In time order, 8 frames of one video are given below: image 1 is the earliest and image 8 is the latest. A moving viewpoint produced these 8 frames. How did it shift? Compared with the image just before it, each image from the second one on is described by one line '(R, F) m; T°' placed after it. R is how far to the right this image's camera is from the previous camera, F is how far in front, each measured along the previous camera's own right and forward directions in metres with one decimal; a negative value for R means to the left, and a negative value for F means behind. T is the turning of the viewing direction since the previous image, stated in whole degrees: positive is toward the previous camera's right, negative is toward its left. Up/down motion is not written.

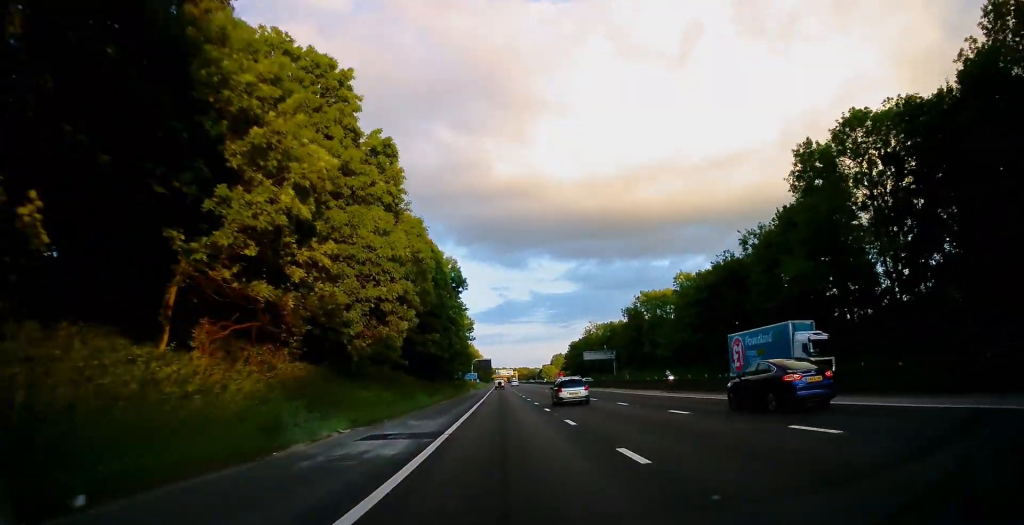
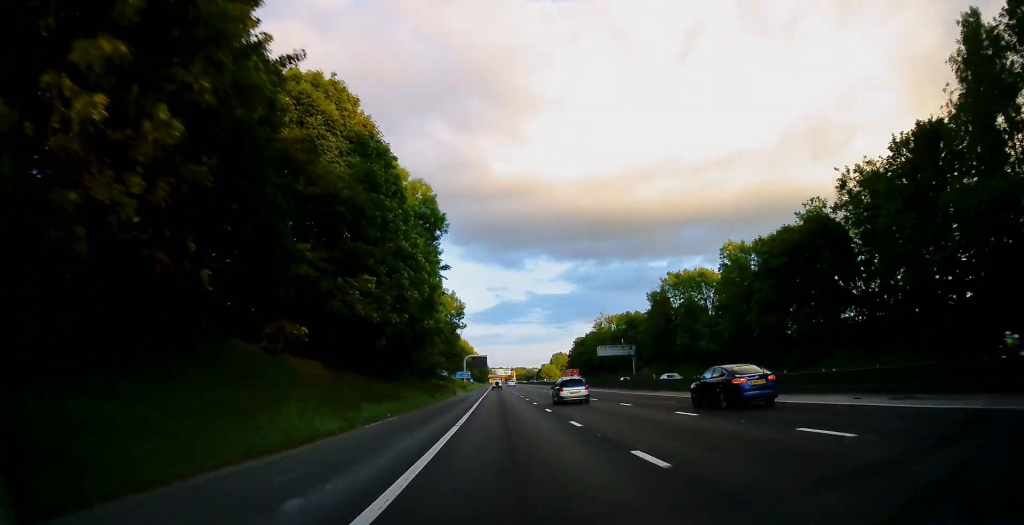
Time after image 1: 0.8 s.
(+0.5, +26.5) m; 0°
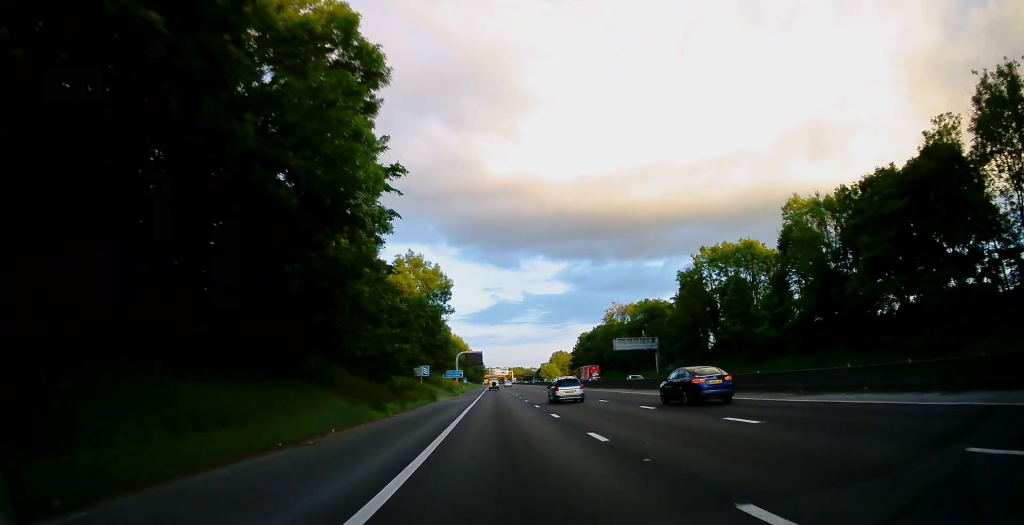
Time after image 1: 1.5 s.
(-0.3, +22.8) m; 0°
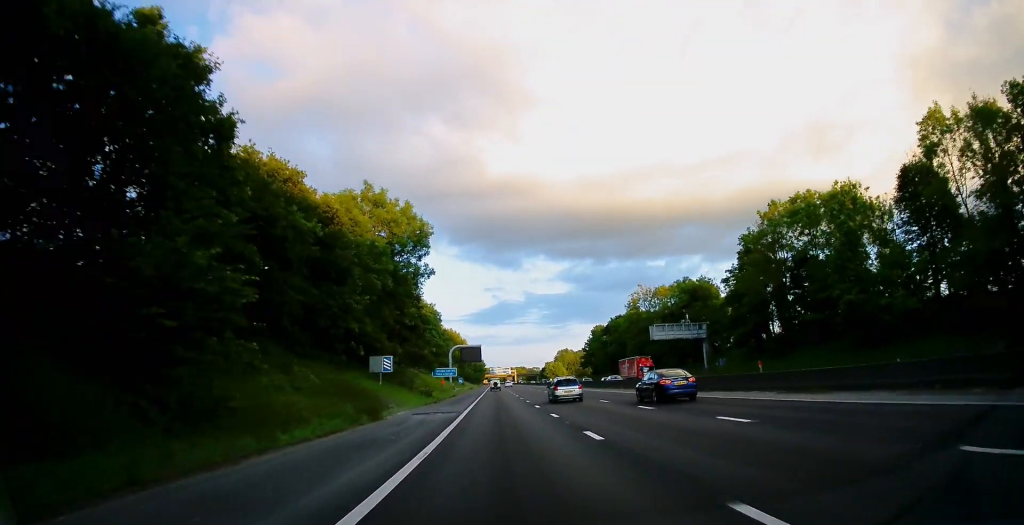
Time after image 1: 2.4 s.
(+0.1, +27.2) m; +1°
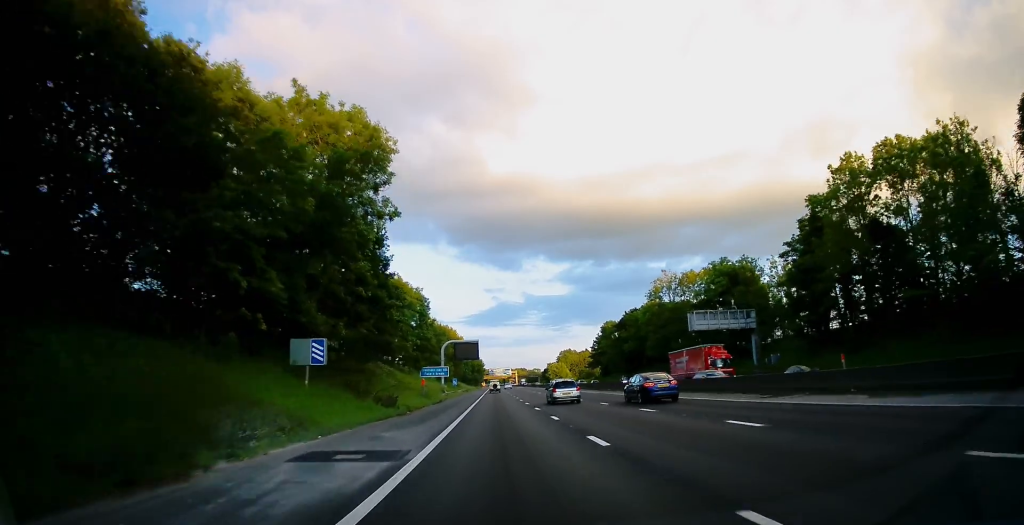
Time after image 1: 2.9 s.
(+0.5, +18.5) m; 0°
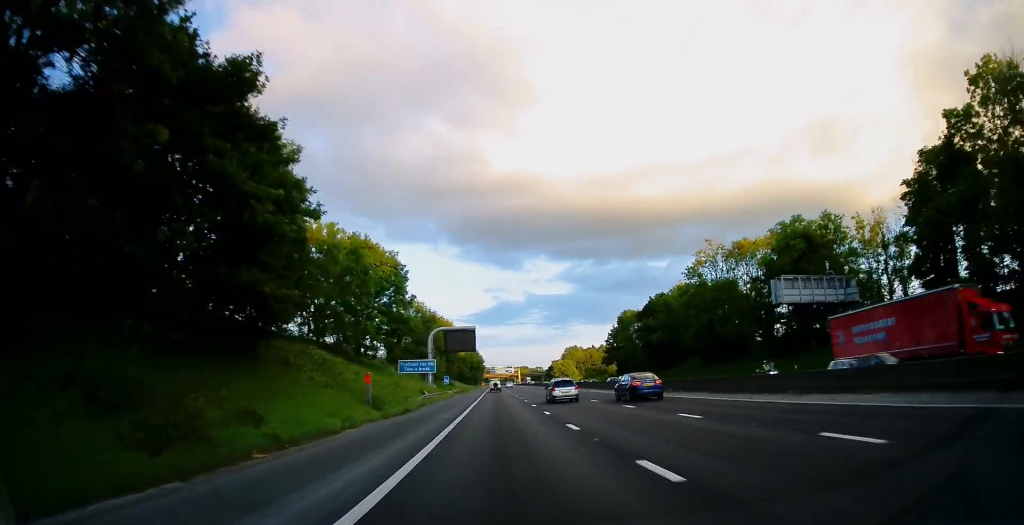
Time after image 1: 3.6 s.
(-0.4, +23.1) m; 0°
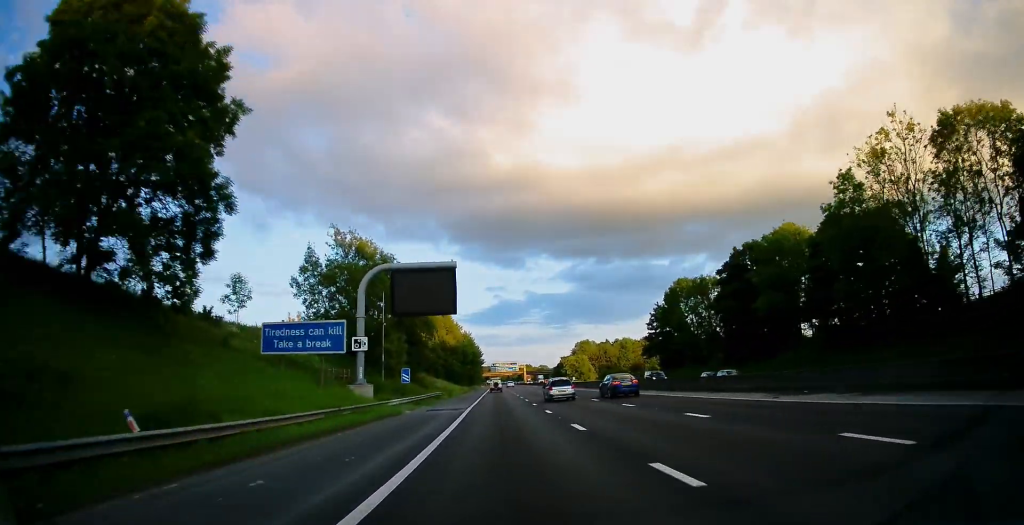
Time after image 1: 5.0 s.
(0.0, +44.6) m; 0°
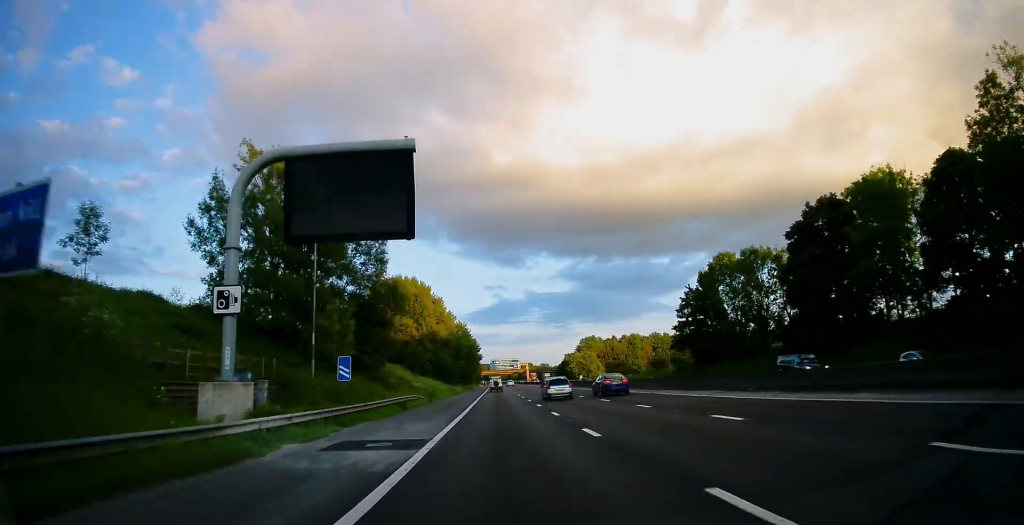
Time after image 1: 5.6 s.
(-0.1, +21.2) m; 0°
